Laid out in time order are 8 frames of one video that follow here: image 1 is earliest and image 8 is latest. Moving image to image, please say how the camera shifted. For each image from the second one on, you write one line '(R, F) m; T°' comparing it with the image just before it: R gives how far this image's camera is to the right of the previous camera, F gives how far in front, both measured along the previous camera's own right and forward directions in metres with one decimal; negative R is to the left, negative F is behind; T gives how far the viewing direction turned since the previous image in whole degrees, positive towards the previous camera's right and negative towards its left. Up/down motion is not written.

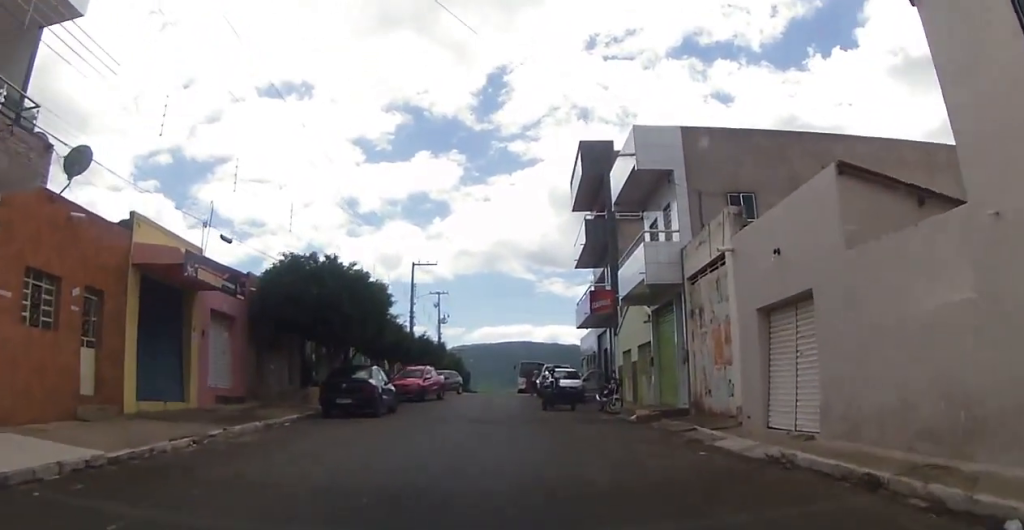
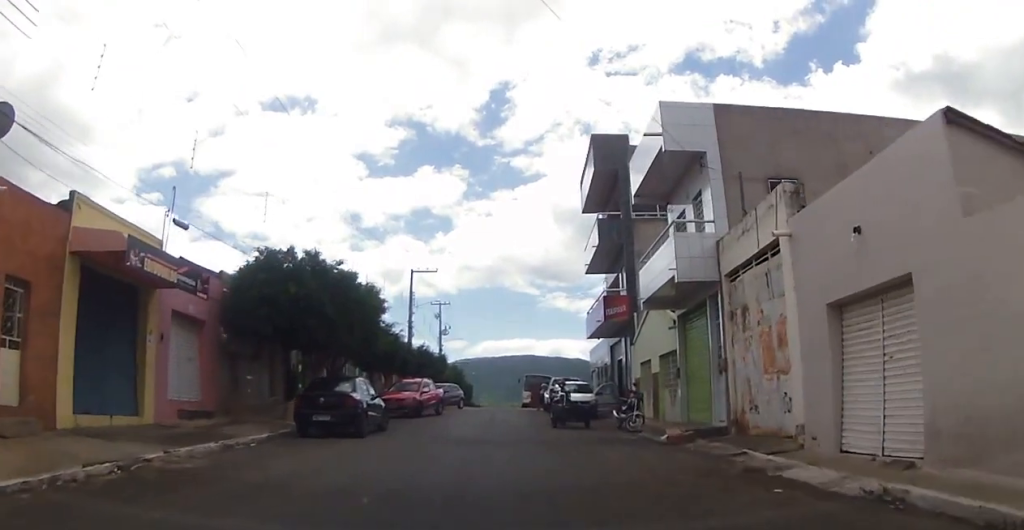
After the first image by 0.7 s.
(0.0, +2.6) m; 0°
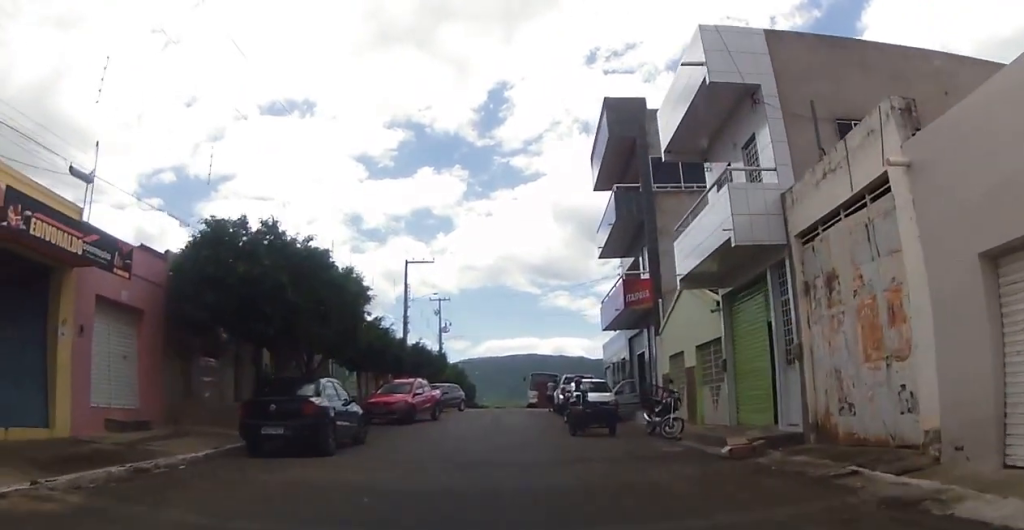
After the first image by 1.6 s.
(0.0, +3.4) m; 0°
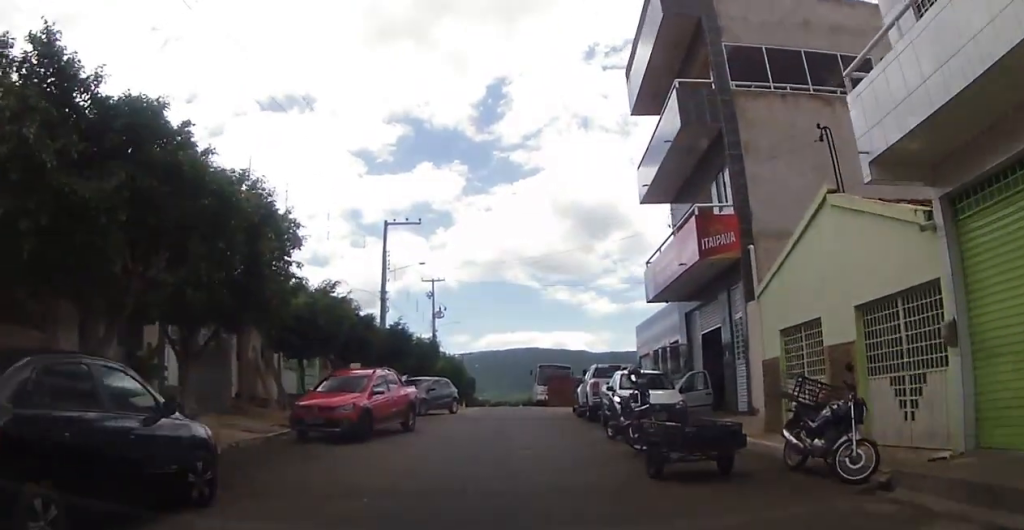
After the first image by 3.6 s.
(0.0, +8.5) m; 0°
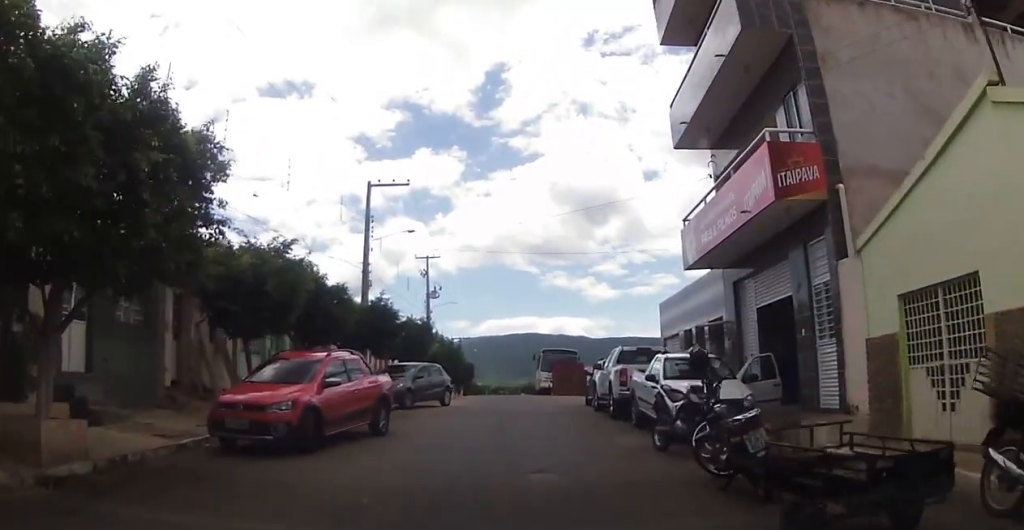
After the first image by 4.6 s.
(0.0, +4.3) m; 0°
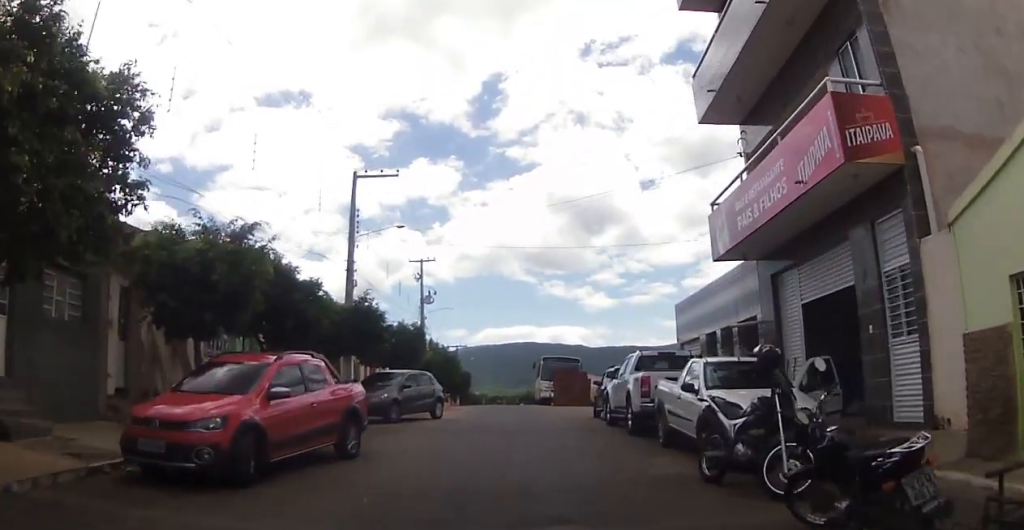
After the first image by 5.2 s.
(0.0, +2.5) m; 0°
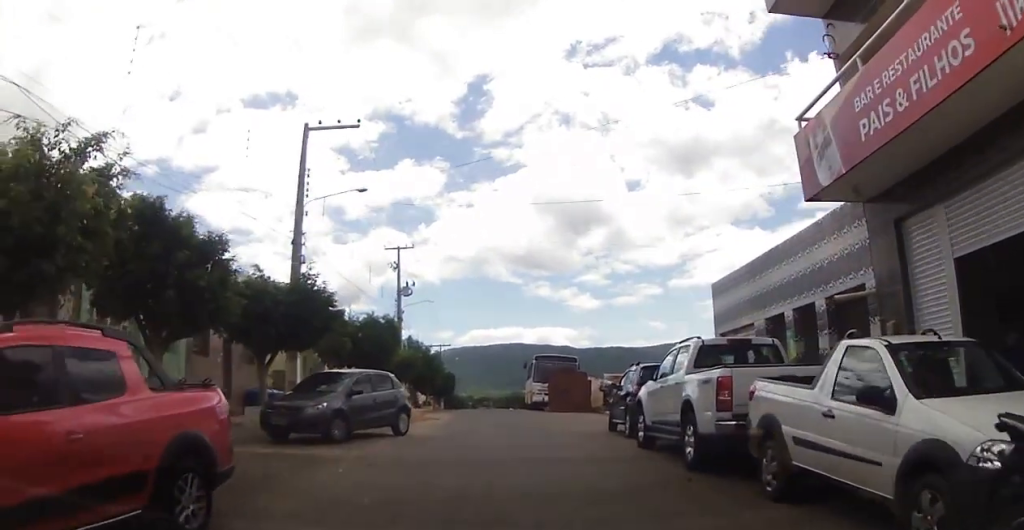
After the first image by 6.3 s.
(0.0, +5.2) m; 0°
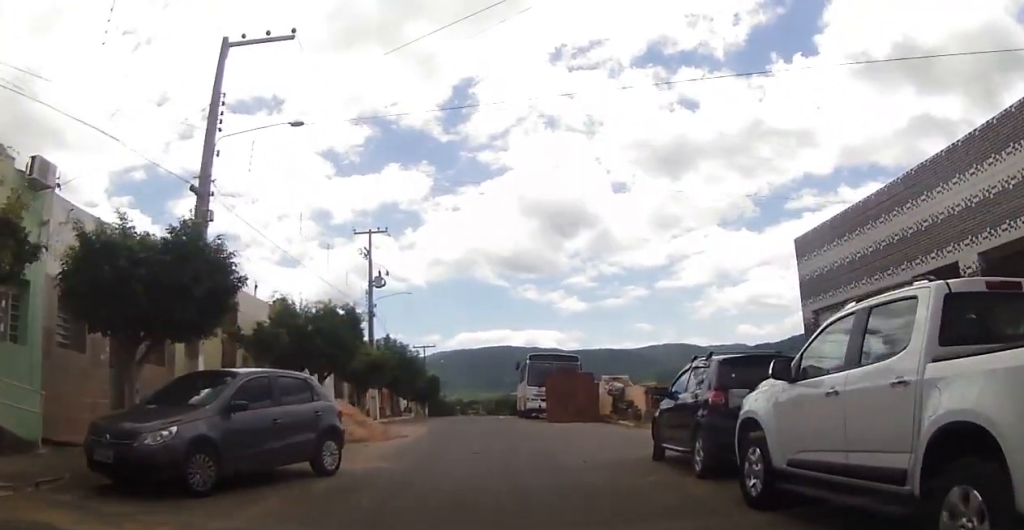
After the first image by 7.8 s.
(0.0, +6.1) m; 0°
